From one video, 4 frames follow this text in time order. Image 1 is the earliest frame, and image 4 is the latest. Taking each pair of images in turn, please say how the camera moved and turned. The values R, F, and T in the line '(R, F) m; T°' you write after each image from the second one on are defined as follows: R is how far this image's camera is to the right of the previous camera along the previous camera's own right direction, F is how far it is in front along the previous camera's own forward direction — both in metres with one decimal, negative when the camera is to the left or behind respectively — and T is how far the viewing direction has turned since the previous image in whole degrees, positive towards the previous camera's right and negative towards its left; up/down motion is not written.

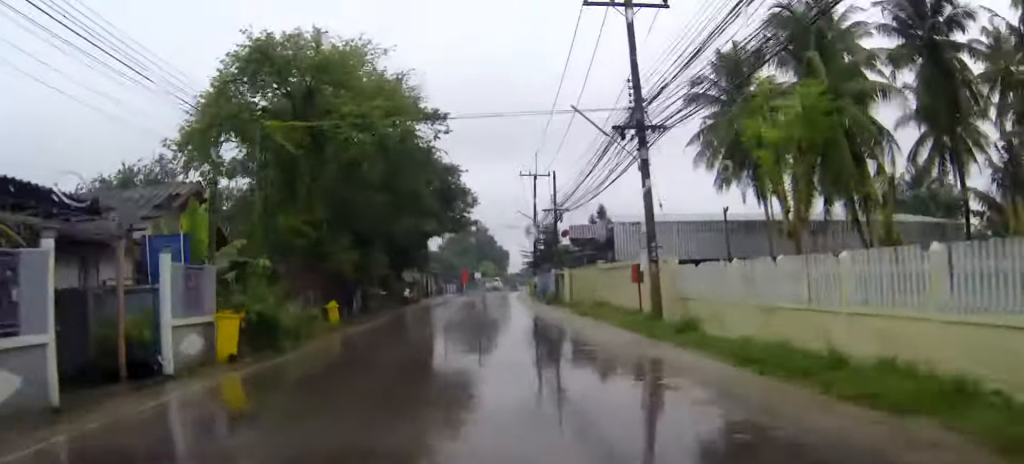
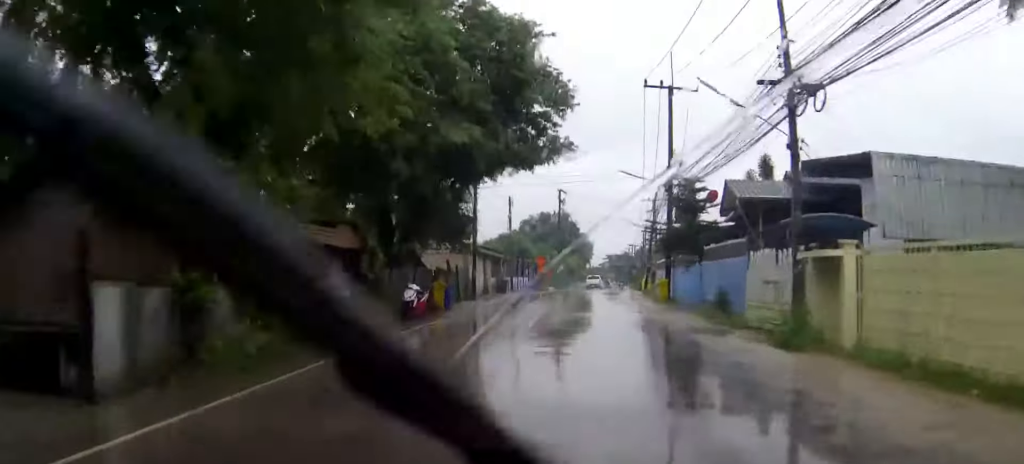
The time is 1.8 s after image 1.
(-1.8, +25.2) m; -5°
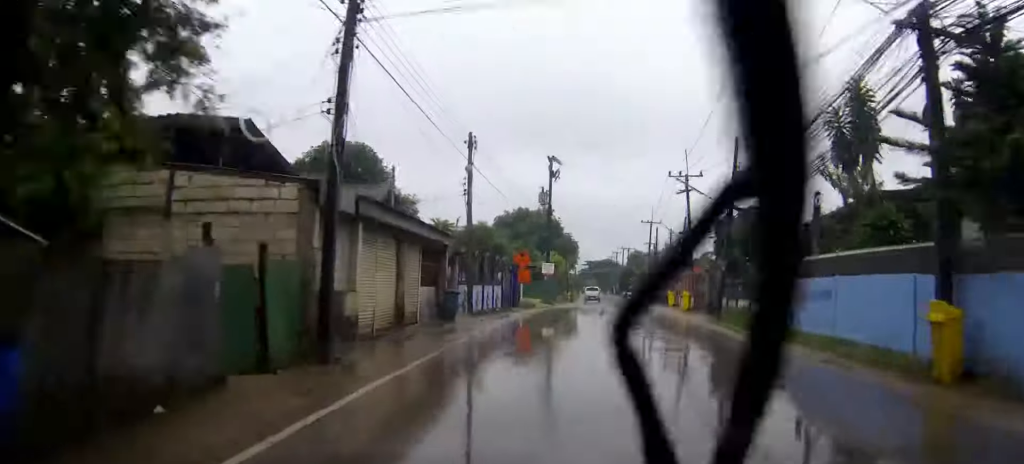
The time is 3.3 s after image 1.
(+0.2, +23.2) m; +1°
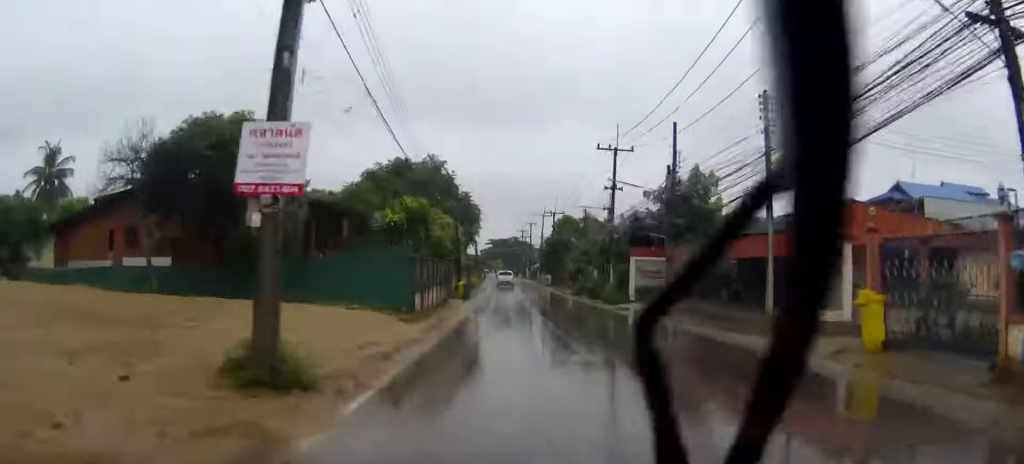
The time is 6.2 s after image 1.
(+2.4, +43.4) m; +6°
